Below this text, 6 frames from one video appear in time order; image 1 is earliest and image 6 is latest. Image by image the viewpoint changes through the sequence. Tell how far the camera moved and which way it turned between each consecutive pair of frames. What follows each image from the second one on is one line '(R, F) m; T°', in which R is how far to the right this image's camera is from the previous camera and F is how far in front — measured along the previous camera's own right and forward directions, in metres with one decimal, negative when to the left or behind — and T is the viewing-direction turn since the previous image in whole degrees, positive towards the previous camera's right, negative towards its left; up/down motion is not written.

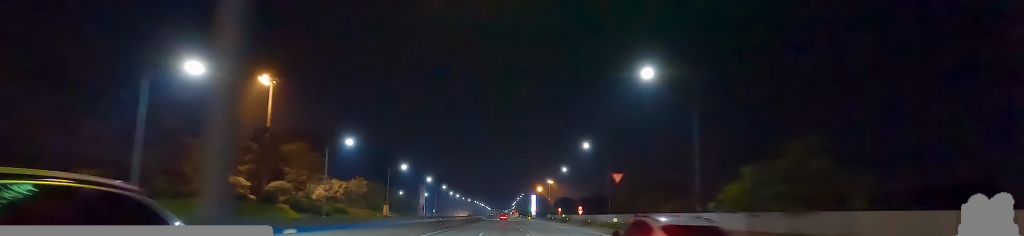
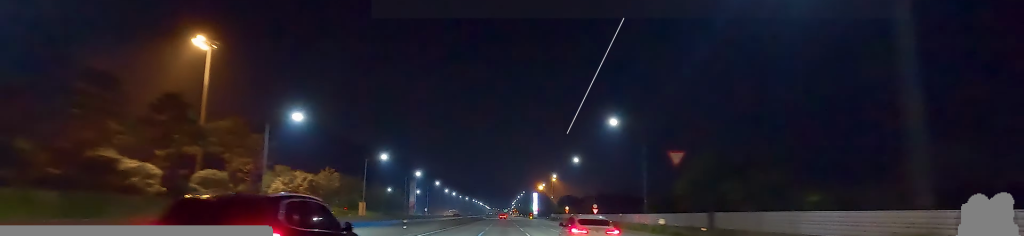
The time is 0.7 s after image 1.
(0.0, +20.5) m; 0°
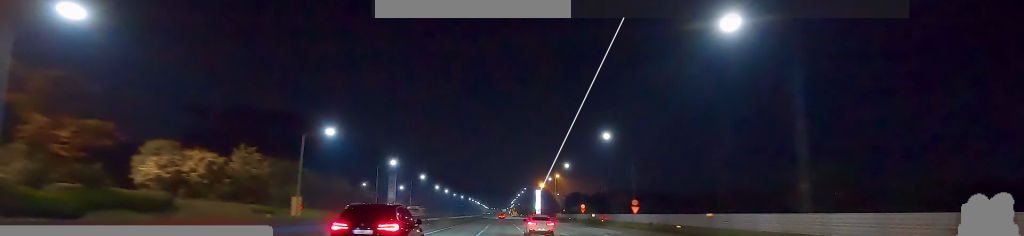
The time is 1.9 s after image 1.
(-0.1, +31.9) m; -1°
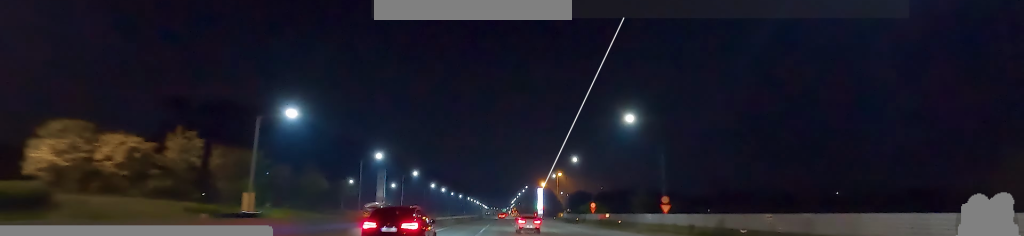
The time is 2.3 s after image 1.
(+0.1, +13.2) m; -1°
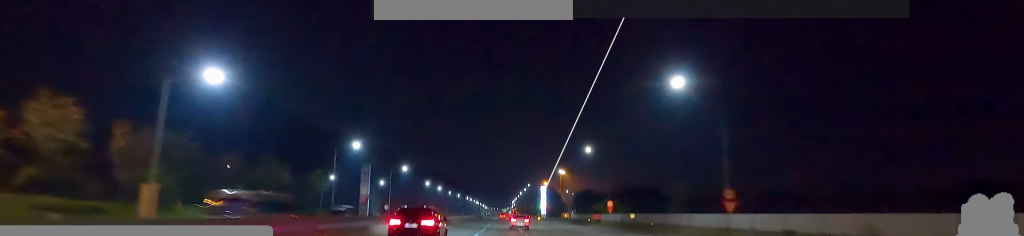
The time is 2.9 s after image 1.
(-0.4, +16.1) m; 0°
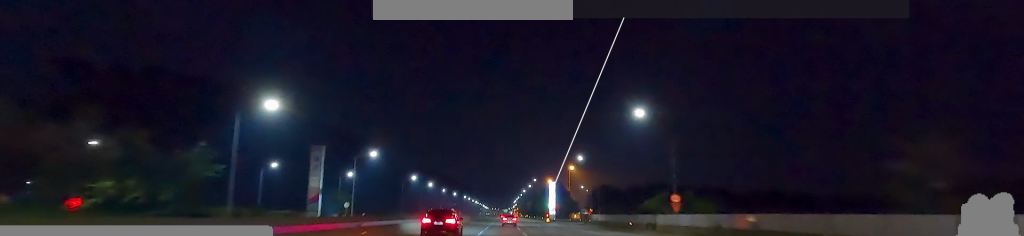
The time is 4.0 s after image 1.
(0.0, +32.2) m; +2°
